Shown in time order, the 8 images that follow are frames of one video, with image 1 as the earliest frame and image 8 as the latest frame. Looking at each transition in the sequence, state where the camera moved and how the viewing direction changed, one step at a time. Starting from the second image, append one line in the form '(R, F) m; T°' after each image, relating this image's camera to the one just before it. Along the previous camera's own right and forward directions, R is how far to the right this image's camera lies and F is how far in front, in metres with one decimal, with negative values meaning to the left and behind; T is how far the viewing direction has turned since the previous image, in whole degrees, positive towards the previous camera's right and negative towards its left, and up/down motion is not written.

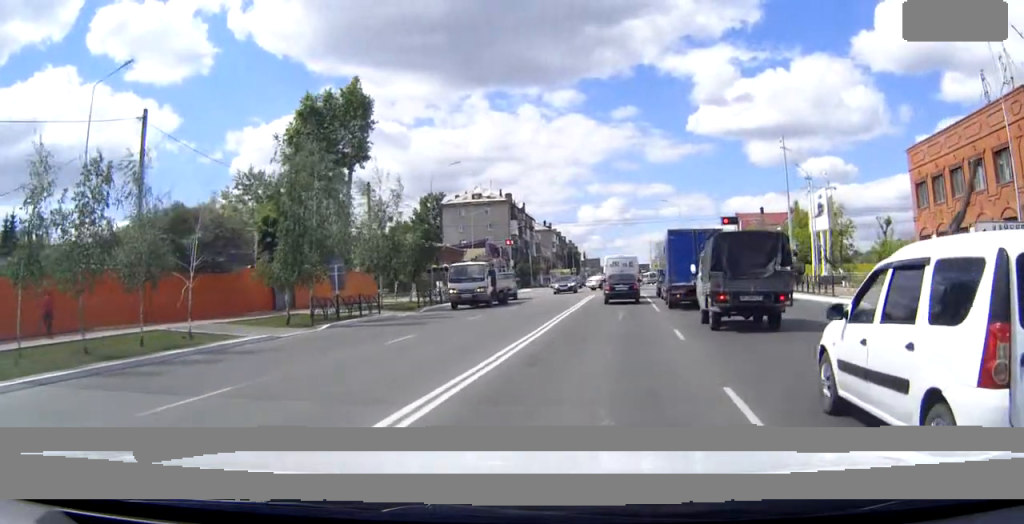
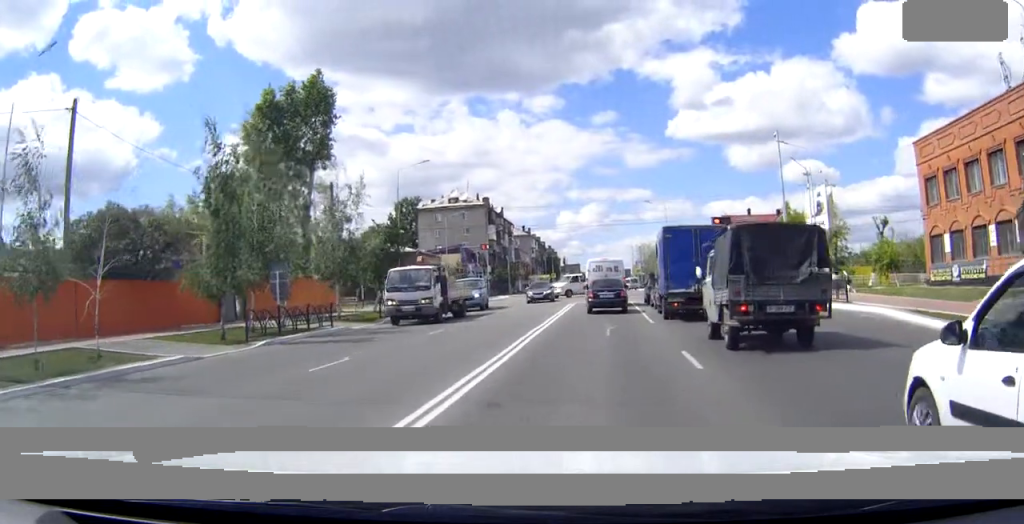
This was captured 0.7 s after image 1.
(+0.1, +4.2) m; +1°
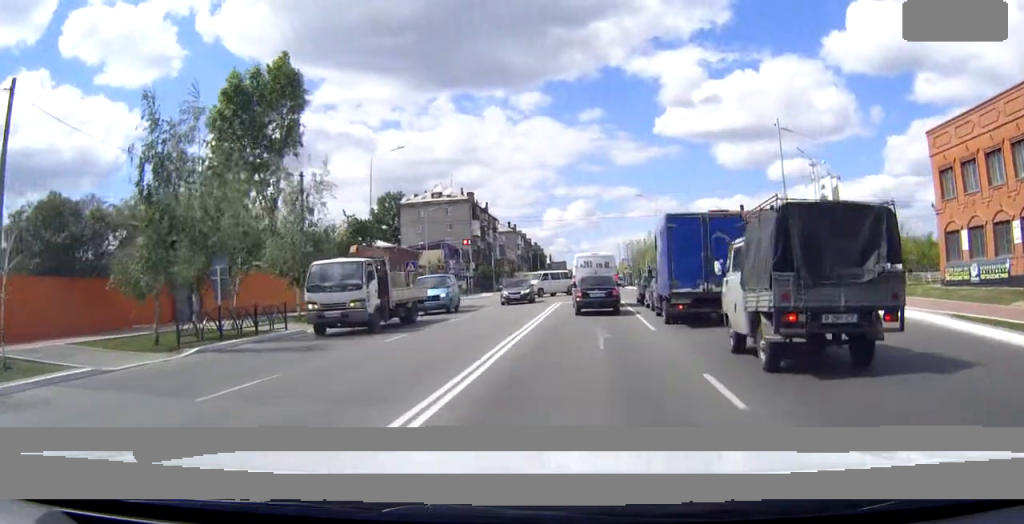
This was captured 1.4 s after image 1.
(0.0, +3.5) m; 0°
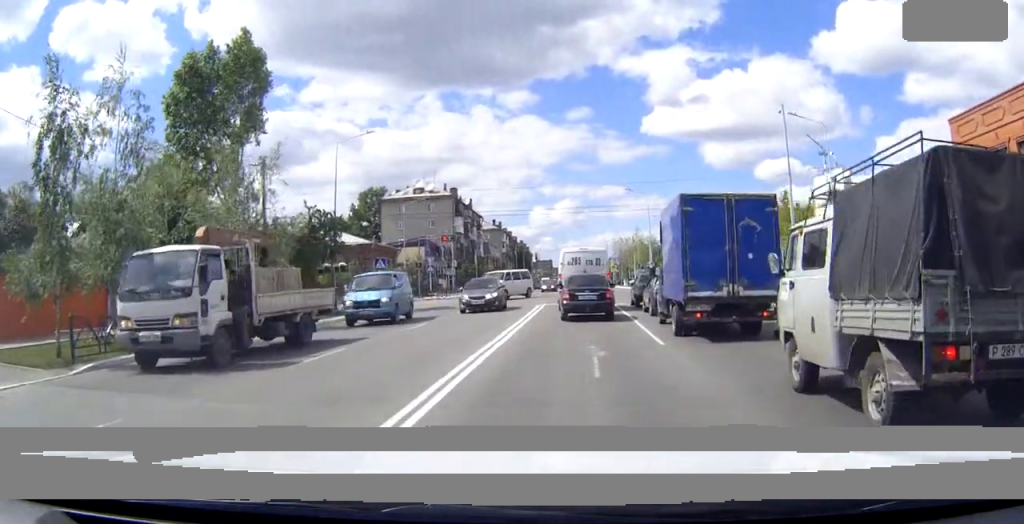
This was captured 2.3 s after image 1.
(0.0, +4.3) m; +1°
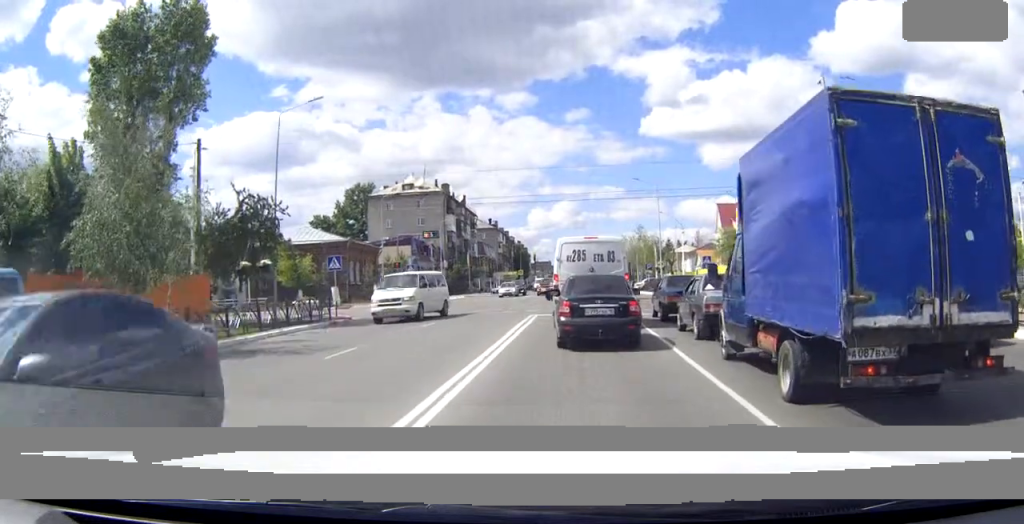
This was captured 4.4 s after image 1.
(+0.1, +8.0) m; +1°
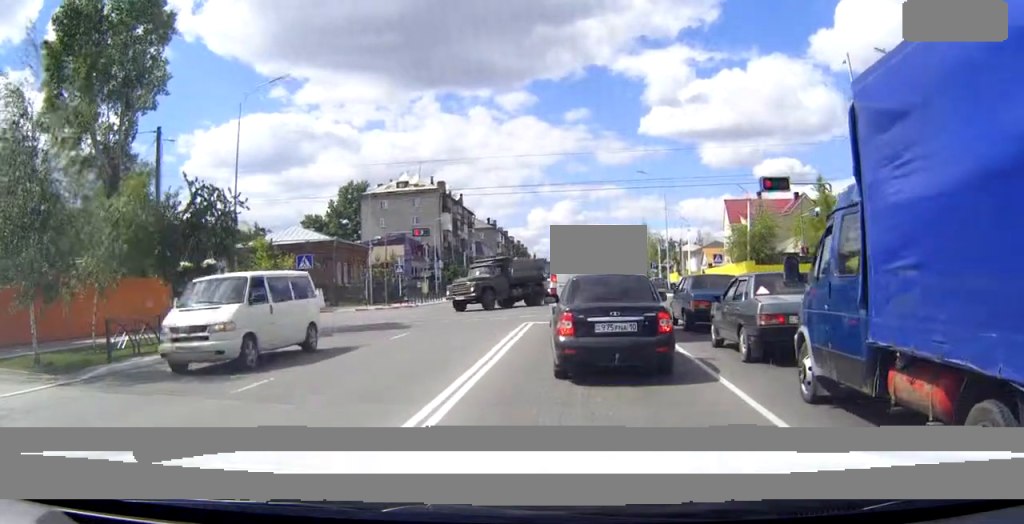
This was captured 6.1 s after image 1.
(0.0, +4.0) m; +1°
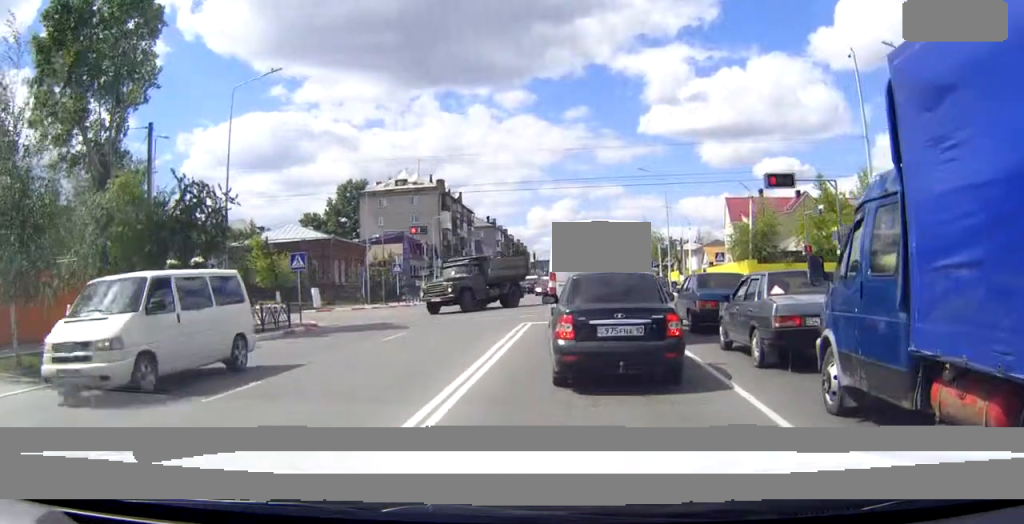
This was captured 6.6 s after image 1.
(0.0, +0.8) m; 0°
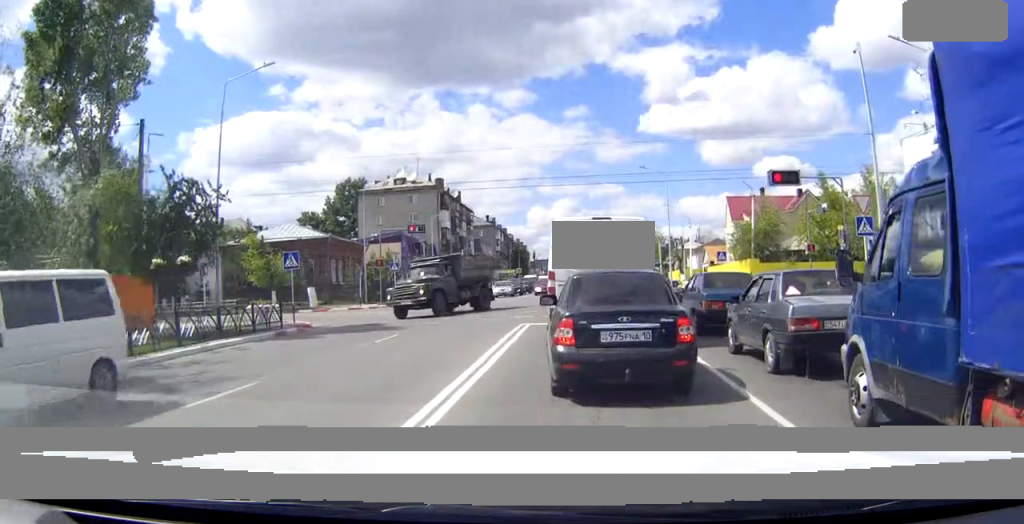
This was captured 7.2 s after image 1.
(+0.1, +0.6) m; 0°
